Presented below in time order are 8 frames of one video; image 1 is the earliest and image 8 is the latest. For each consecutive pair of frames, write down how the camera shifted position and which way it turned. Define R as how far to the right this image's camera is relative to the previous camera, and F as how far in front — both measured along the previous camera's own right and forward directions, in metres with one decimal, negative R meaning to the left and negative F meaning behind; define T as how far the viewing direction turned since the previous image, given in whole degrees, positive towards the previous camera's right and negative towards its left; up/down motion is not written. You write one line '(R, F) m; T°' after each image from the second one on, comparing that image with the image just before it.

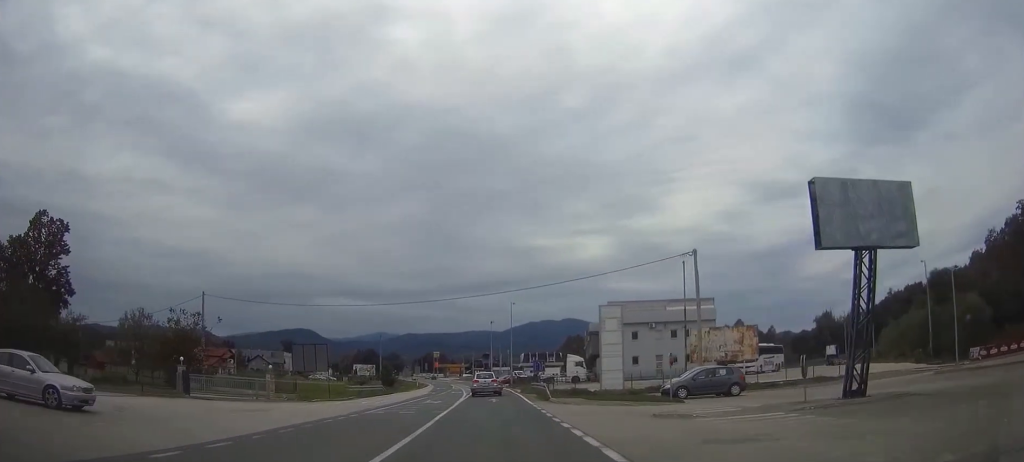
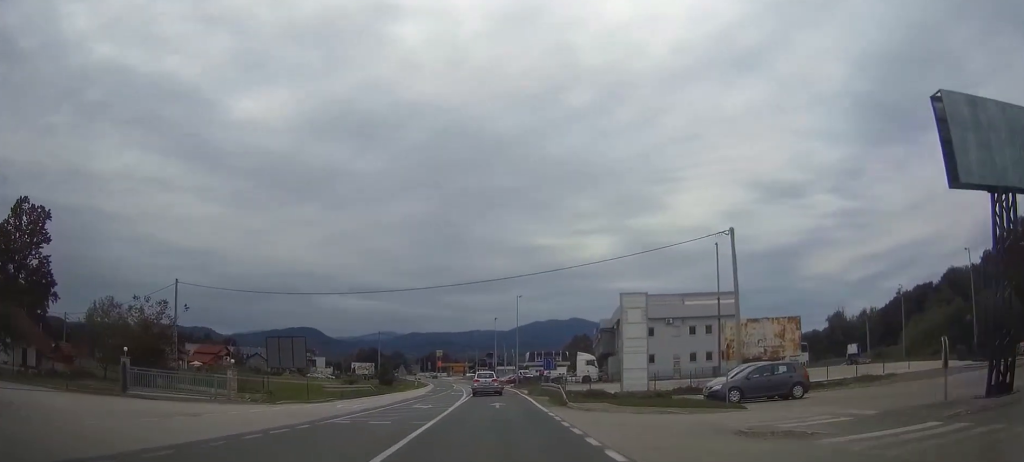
(0.0, +6.8) m; 0°
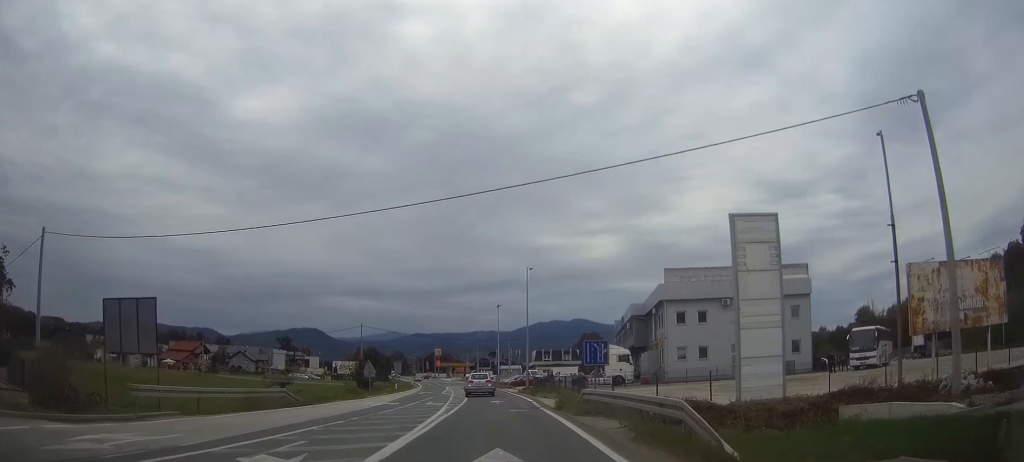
(0.0, +20.4) m; -1°
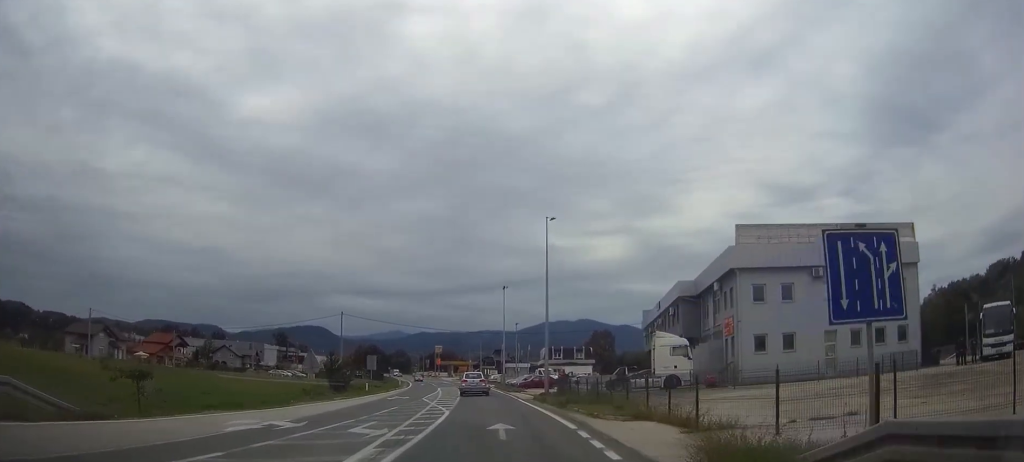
(-0.2, +17.7) m; -1°
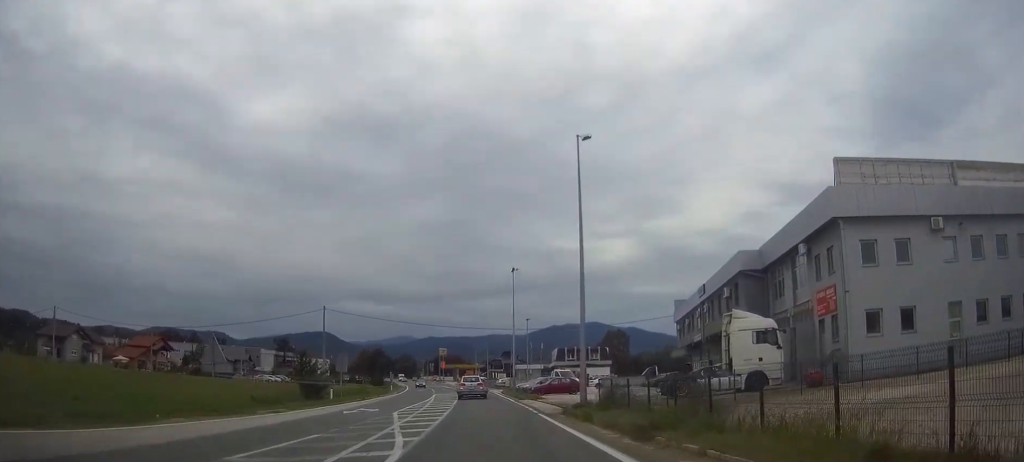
(0.0, +13.7) m; 0°
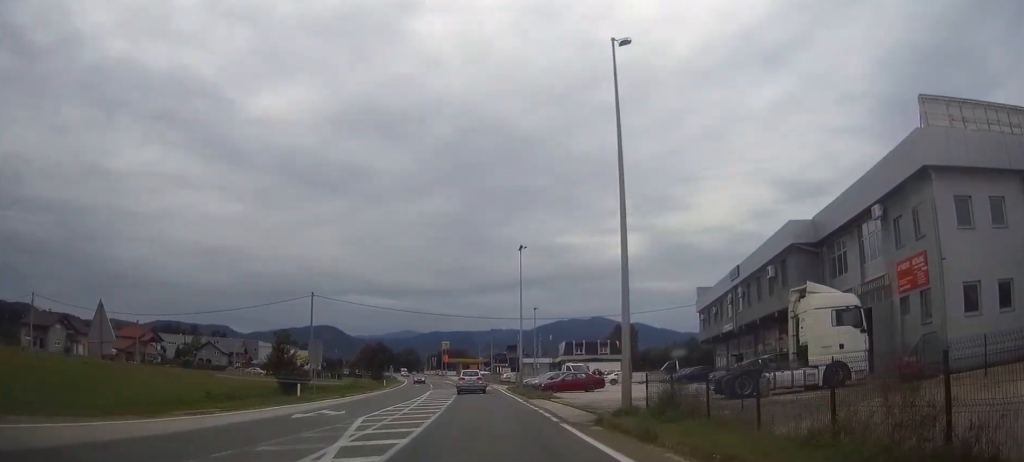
(0.0, +8.0) m; 0°
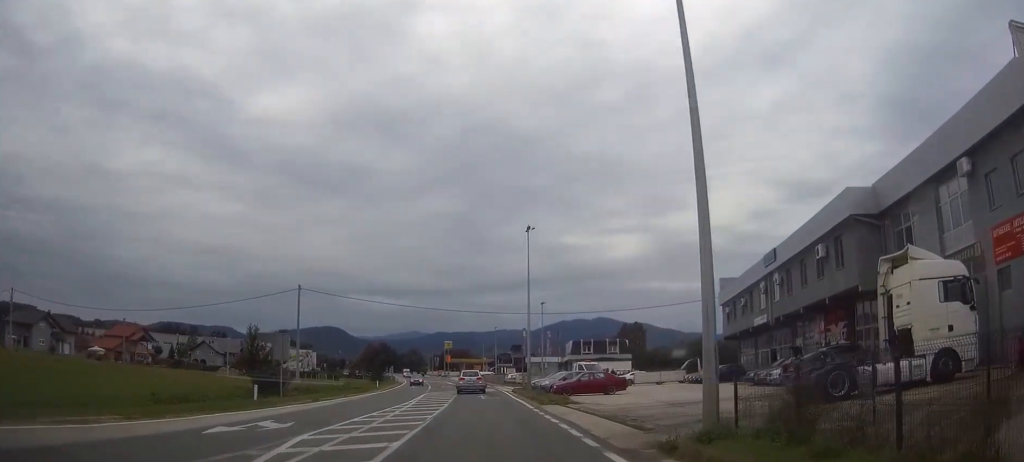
(0.0, +6.1) m; 0°
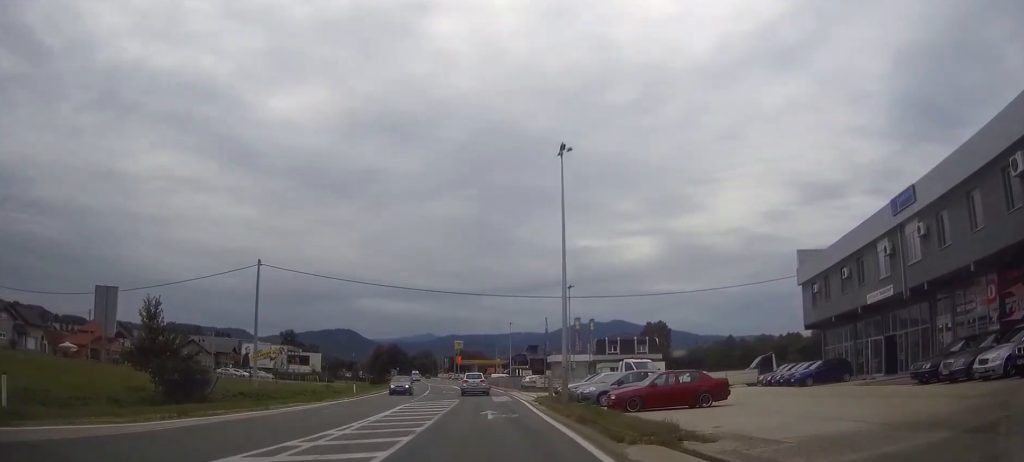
(-0.1, +16.1) m; -1°
